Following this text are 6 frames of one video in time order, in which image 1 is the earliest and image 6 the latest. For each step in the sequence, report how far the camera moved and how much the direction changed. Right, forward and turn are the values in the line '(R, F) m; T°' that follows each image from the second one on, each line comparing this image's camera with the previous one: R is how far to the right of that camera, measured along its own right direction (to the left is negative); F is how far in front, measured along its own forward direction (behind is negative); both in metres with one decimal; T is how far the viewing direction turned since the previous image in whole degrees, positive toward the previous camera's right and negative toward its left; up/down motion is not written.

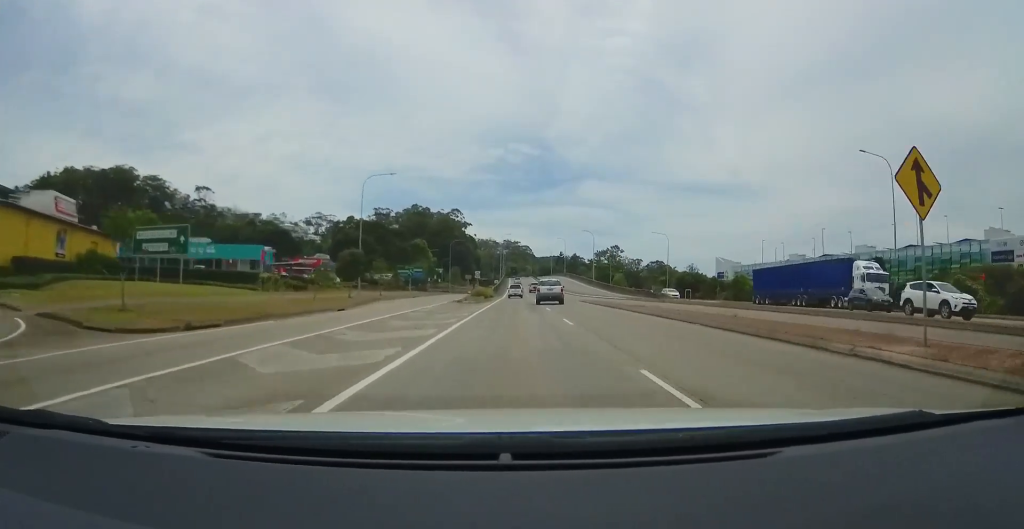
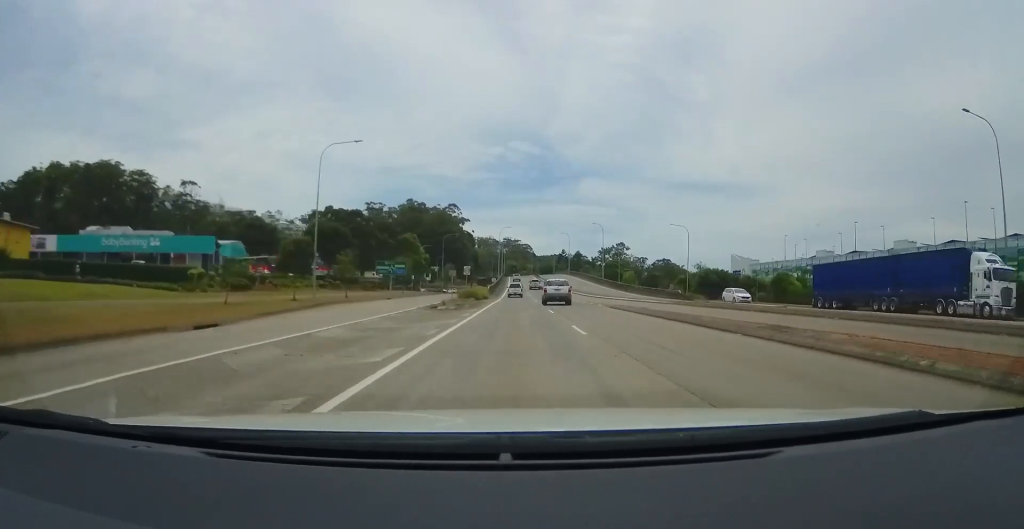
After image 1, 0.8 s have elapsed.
(+0.6, +14.5) m; 0°
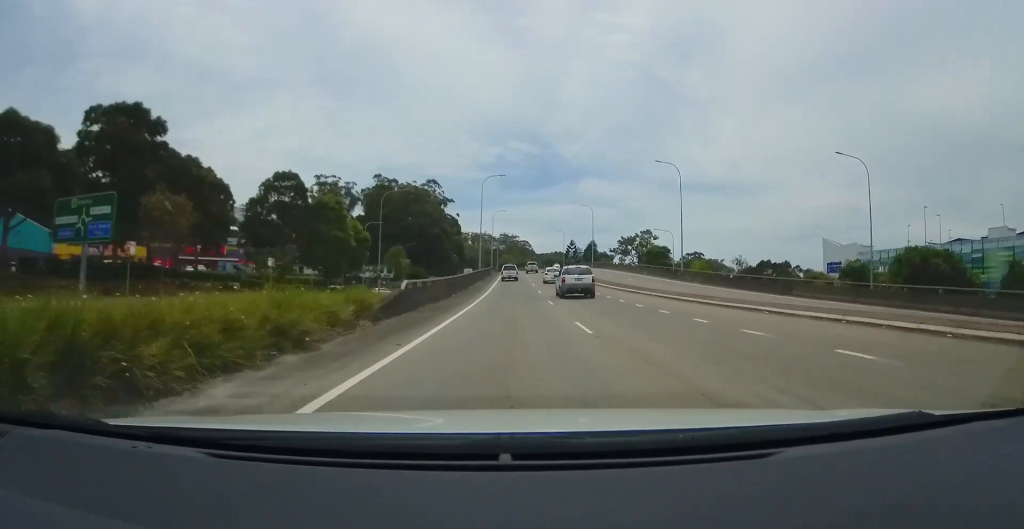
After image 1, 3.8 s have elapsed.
(+0.2, +62.1) m; +3°
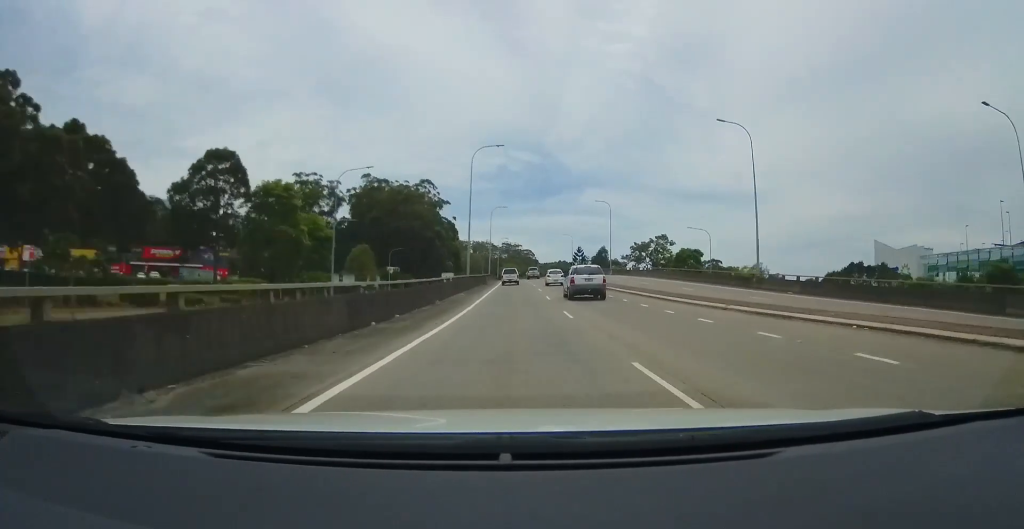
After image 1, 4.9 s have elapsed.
(+0.1, +21.1) m; -1°
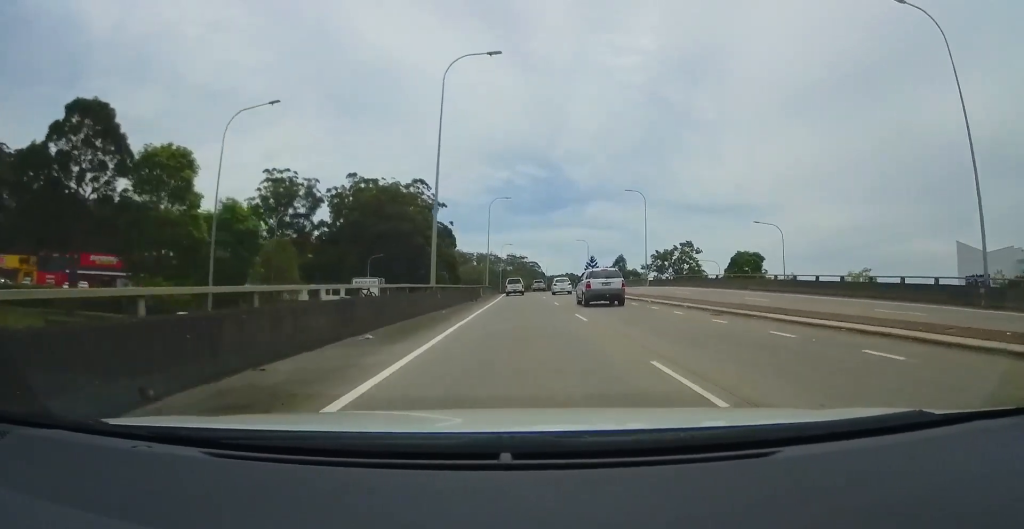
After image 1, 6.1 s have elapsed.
(-0.4, +24.4) m; -2°
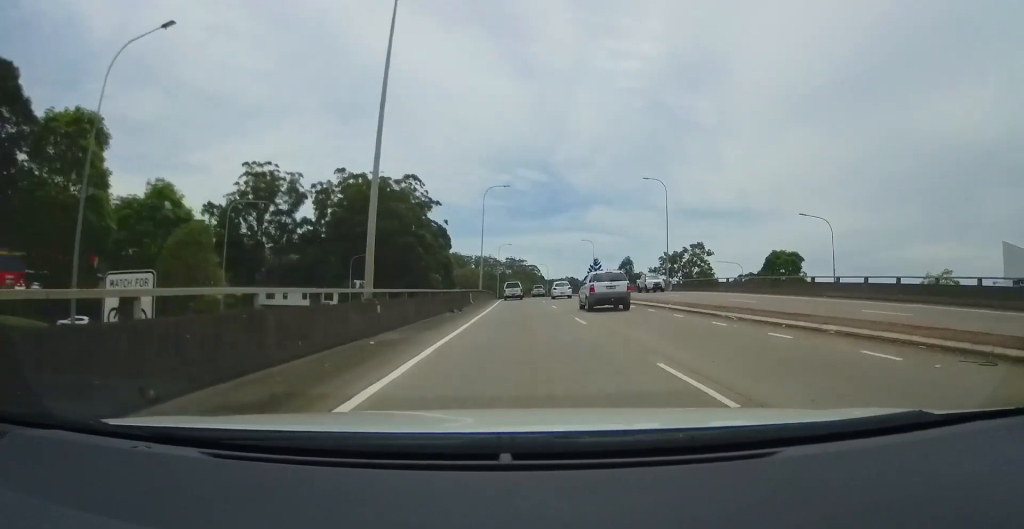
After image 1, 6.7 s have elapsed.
(-0.2, +11.7) m; 0°
